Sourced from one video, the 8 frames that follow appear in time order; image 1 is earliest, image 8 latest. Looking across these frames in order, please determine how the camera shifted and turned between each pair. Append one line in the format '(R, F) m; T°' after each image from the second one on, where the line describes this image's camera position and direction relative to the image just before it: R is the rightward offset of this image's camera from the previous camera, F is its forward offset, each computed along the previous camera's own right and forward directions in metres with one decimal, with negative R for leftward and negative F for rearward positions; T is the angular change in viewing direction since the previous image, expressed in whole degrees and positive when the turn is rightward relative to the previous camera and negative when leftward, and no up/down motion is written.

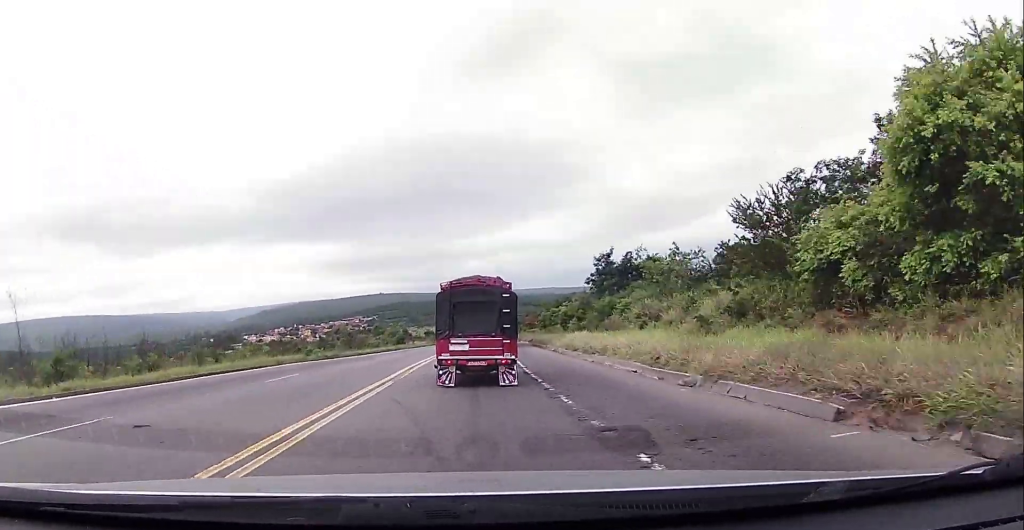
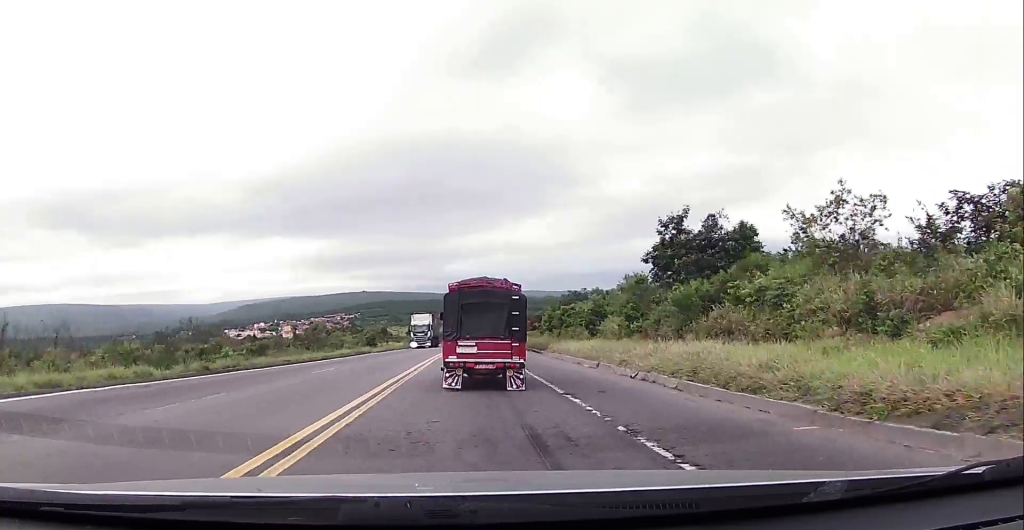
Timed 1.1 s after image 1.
(+0.4, +19.7) m; +1°
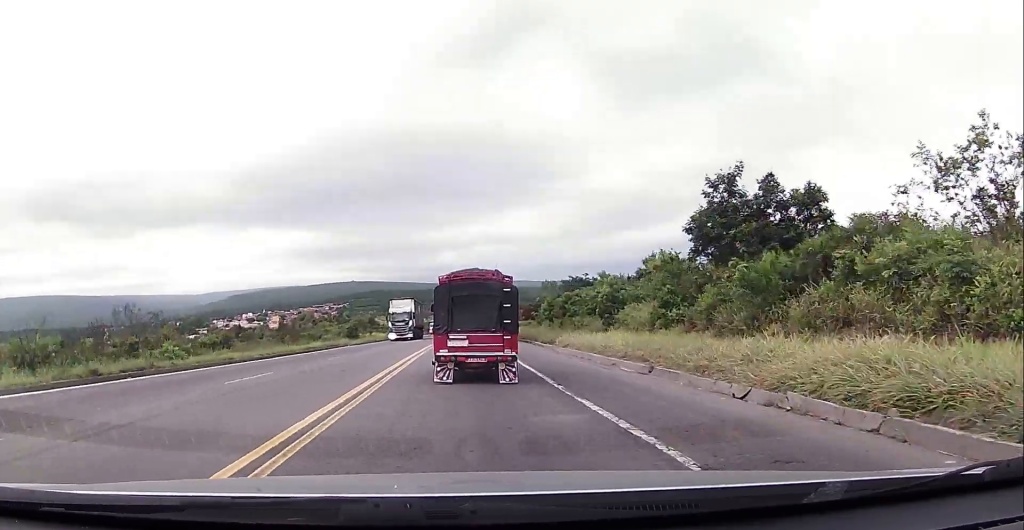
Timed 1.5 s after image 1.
(0.0, +7.8) m; 0°
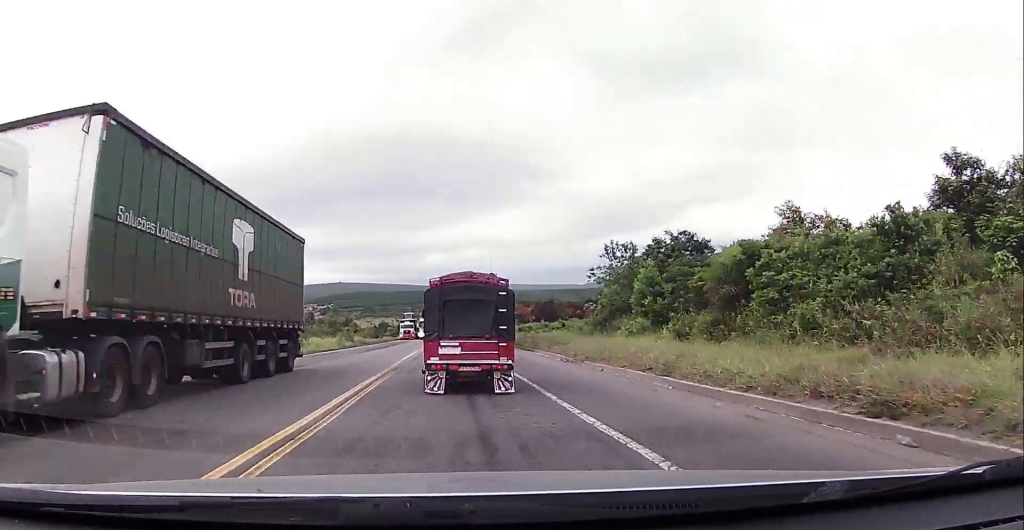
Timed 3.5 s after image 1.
(+0.3, +36.0) m; +1°
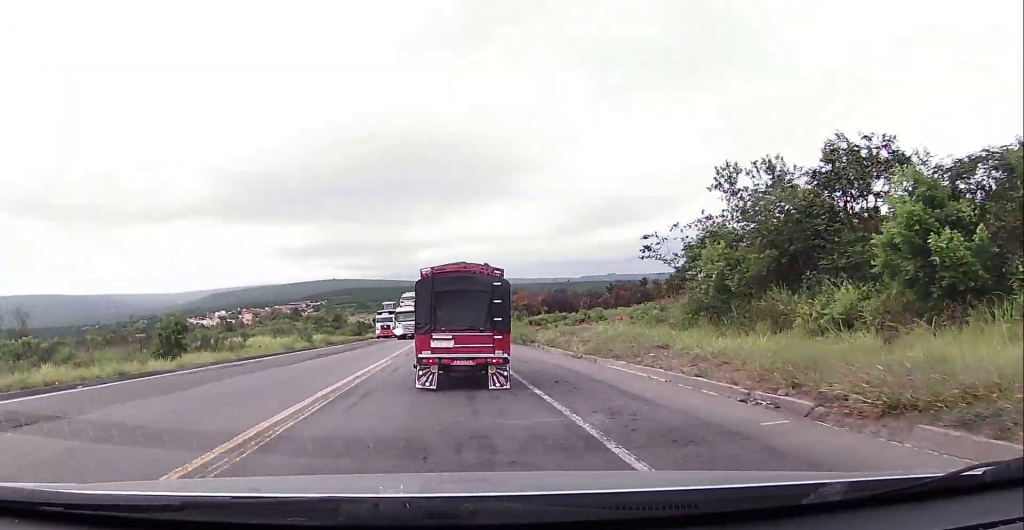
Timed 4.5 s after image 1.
(0.0, +18.0) m; +1°
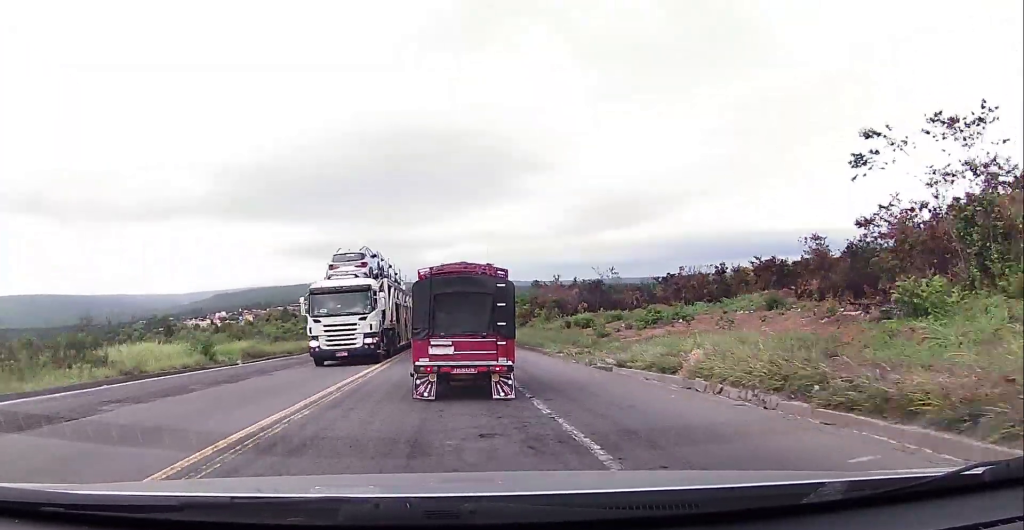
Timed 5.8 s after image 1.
(+0.5, +22.0) m; +1°
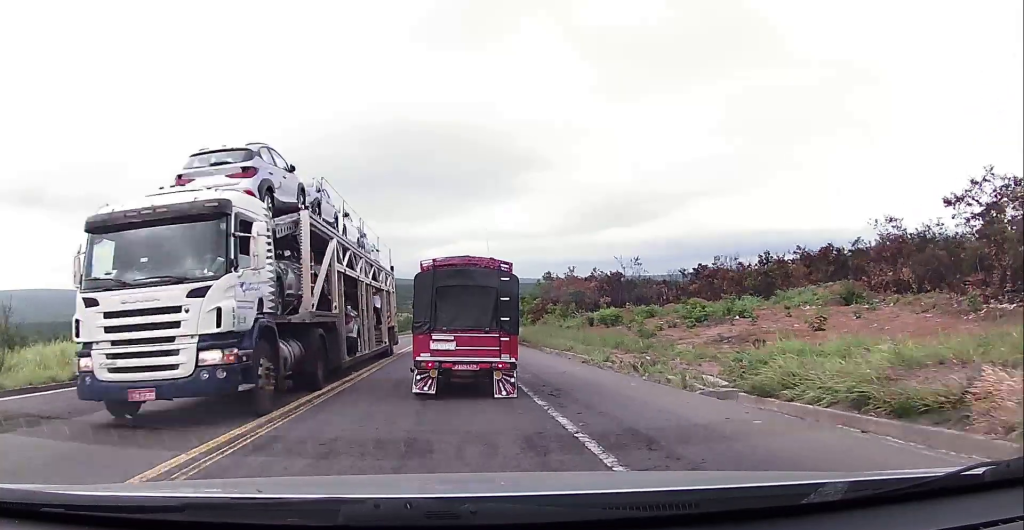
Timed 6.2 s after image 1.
(-0.1, +8.2) m; 0°
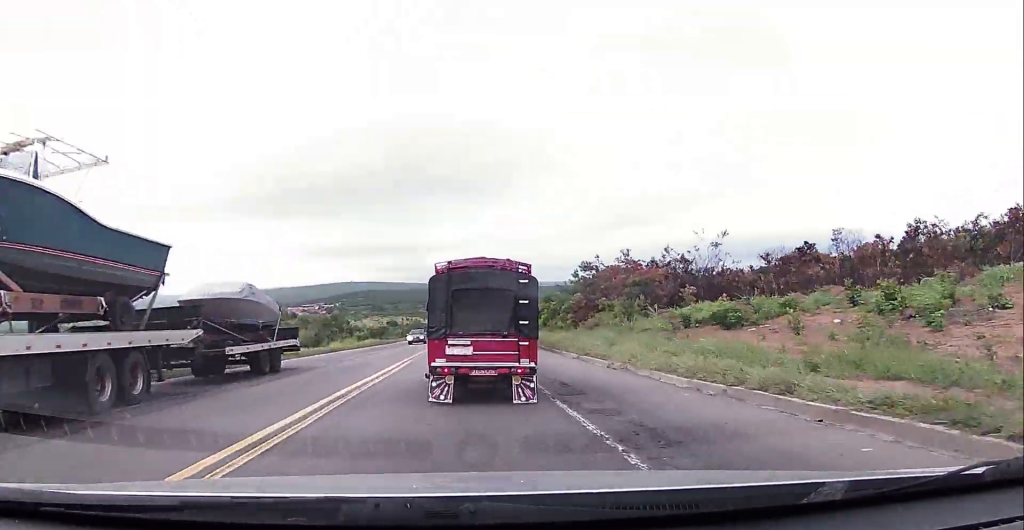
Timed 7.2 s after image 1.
(-0.5, +17.2) m; -1°
